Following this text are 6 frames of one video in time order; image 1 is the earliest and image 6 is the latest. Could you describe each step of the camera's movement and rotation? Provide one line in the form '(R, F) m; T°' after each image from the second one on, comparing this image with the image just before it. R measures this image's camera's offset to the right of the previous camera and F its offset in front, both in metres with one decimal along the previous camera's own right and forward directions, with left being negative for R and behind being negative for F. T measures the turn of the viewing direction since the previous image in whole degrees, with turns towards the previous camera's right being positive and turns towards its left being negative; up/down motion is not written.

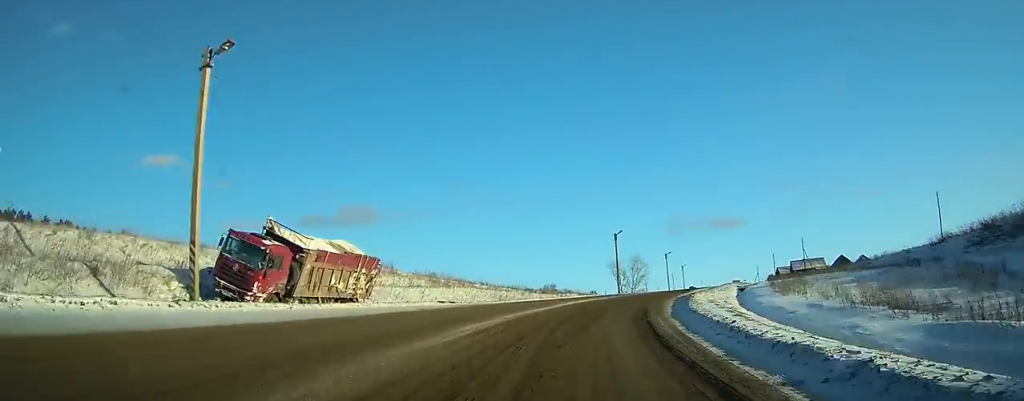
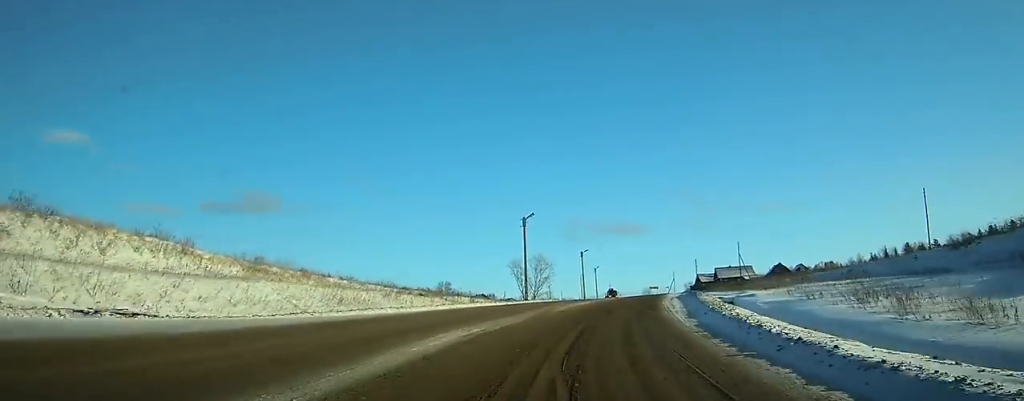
(+1.5, +20.7) m; +8°
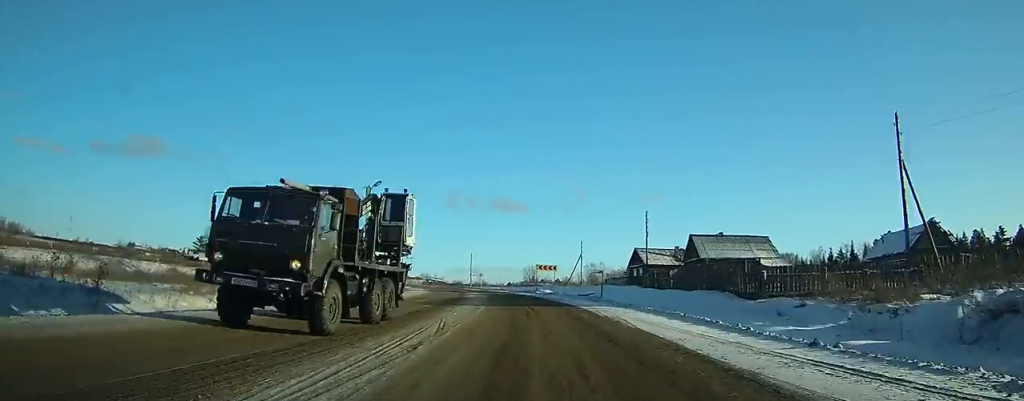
(+19.9, +85.6) m; +15°
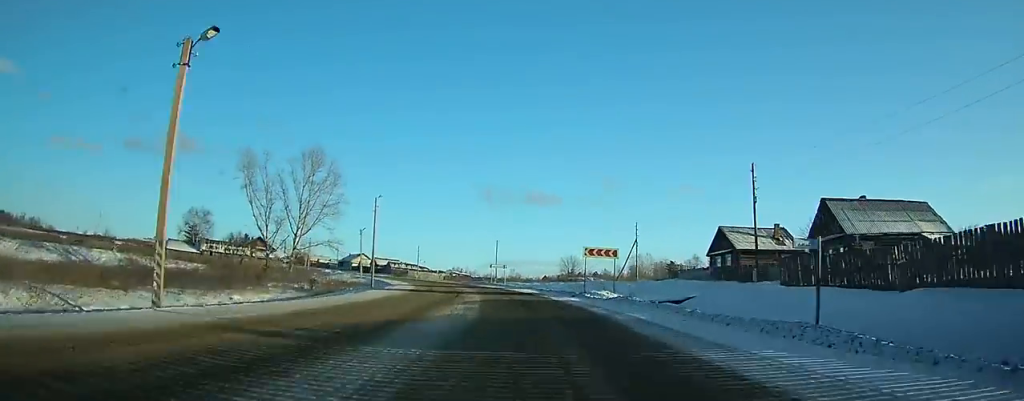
(-0.8, +24.8) m; -3°
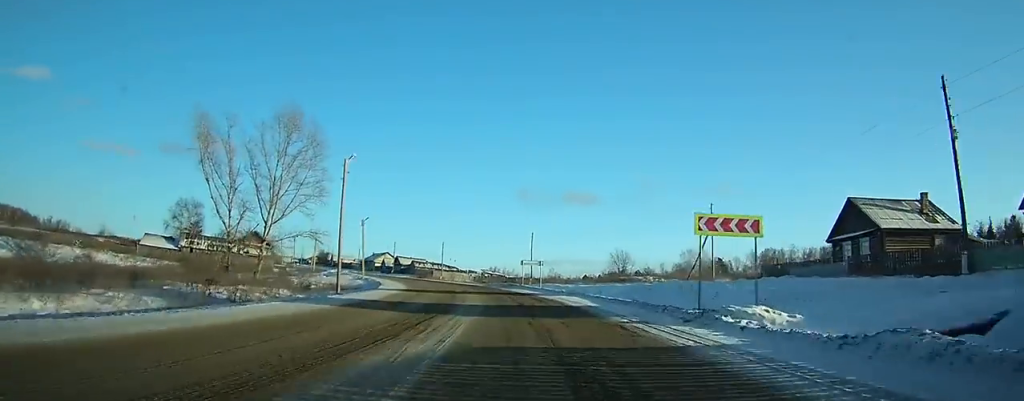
(-0.5, +19.8) m; -3°
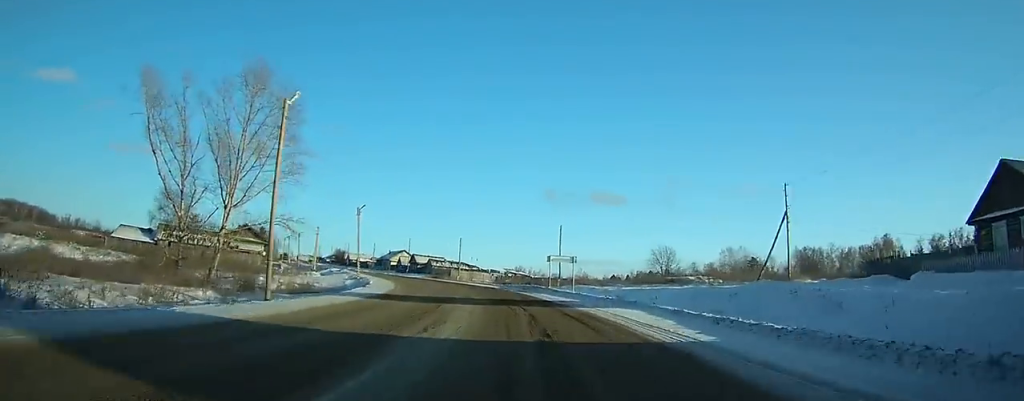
(+0.1, +13.6) m; -2°
